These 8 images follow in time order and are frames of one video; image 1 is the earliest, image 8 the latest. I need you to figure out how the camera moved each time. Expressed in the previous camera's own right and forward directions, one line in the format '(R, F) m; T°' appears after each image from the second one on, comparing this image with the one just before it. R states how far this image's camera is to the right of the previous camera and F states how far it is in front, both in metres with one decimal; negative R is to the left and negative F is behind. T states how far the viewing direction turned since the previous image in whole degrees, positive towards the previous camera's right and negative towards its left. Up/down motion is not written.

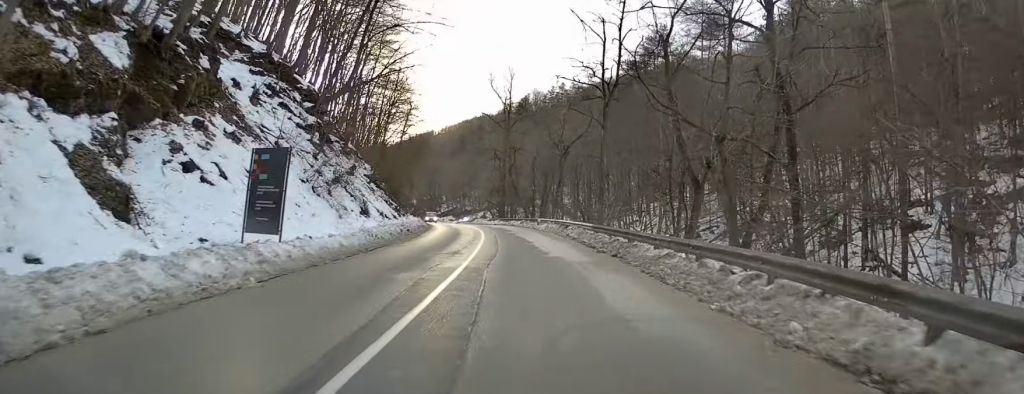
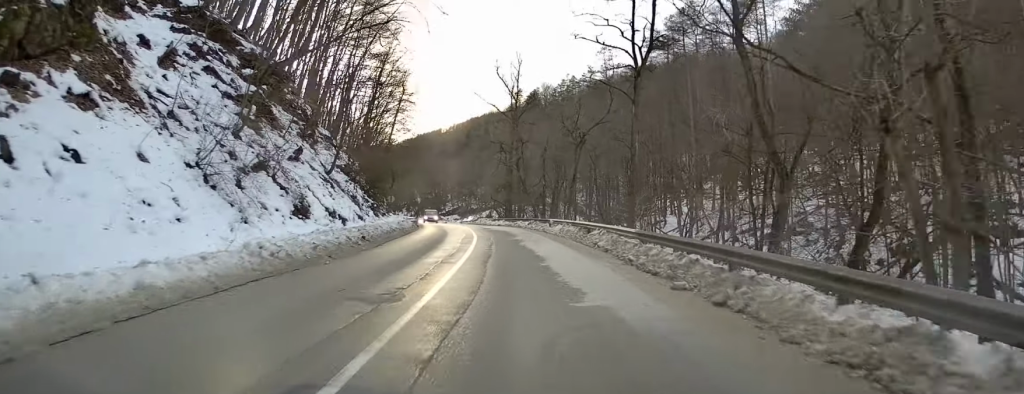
(-0.2, +9.5) m; -1°
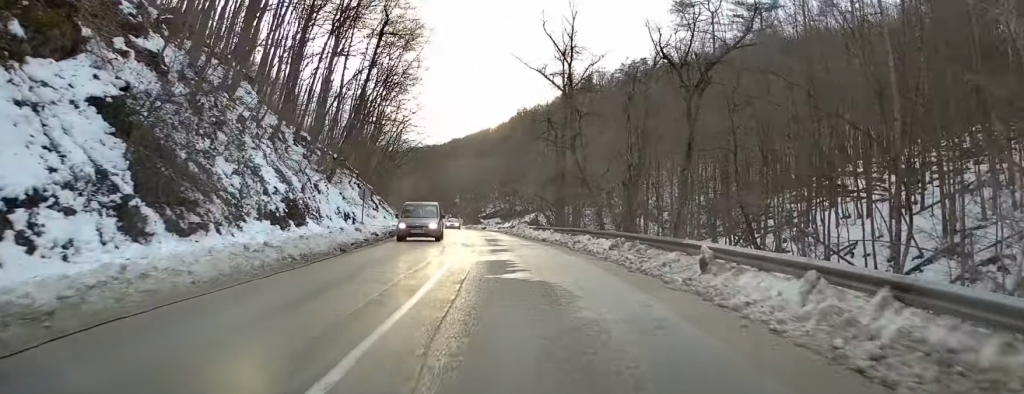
(0.0, +26.9) m; -1°
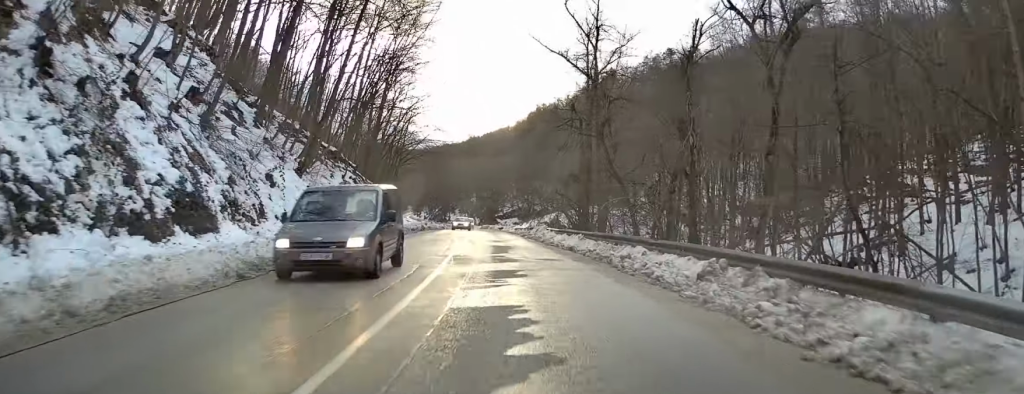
(-0.2, +8.0) m; -2°
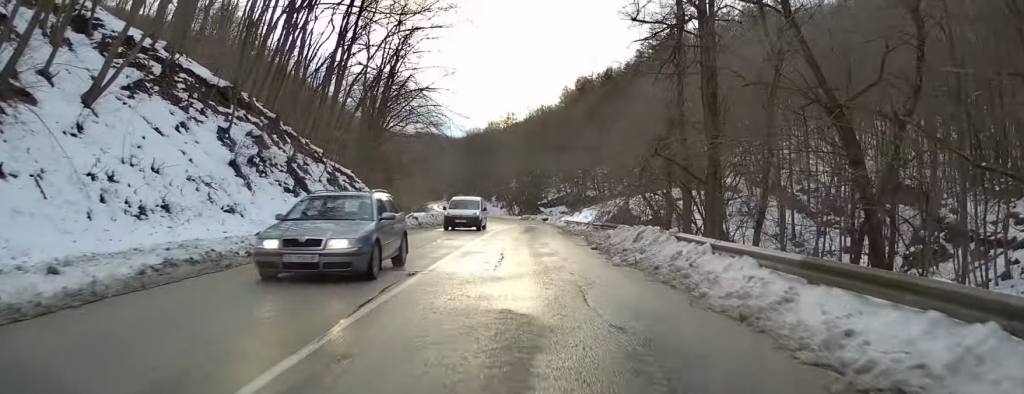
(-1.0, +27.6) m; -3°
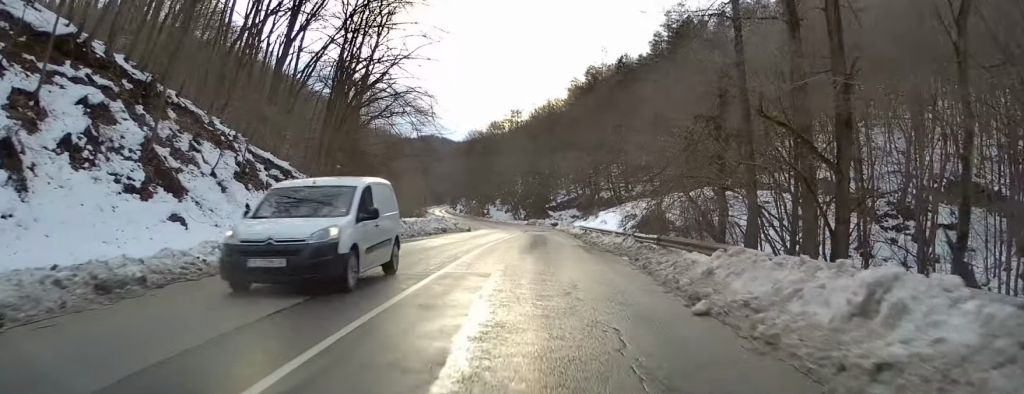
(-0.2, +12.1) m; -2°
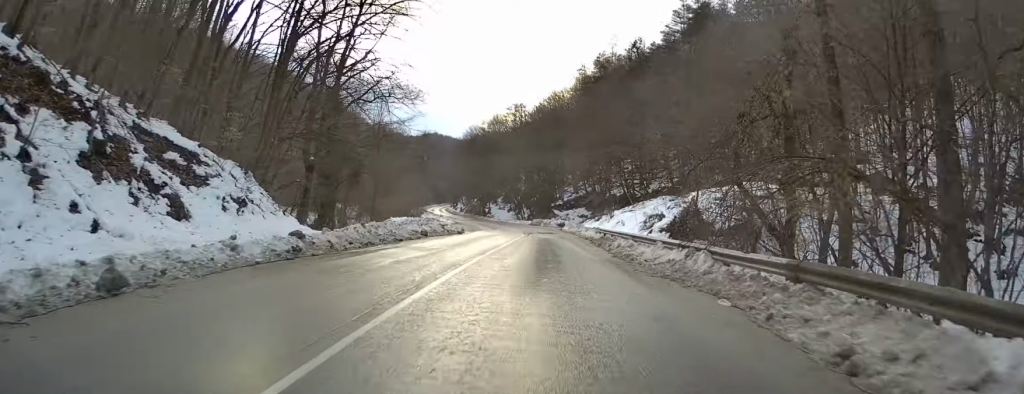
(-0.2, +9.2) m; -2°
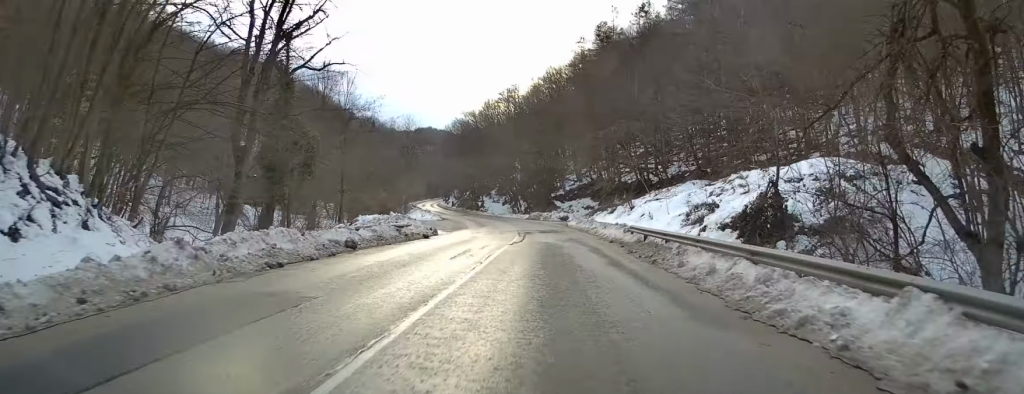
(-0.3, +13.2) m; -1°
